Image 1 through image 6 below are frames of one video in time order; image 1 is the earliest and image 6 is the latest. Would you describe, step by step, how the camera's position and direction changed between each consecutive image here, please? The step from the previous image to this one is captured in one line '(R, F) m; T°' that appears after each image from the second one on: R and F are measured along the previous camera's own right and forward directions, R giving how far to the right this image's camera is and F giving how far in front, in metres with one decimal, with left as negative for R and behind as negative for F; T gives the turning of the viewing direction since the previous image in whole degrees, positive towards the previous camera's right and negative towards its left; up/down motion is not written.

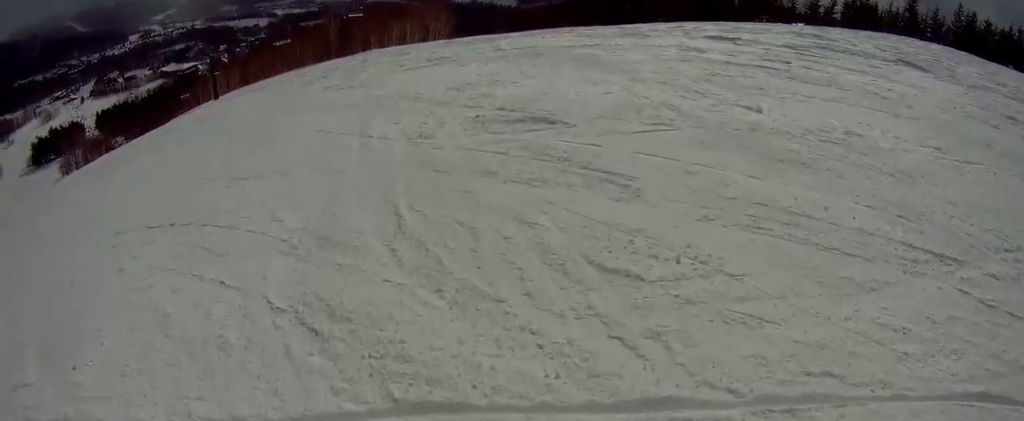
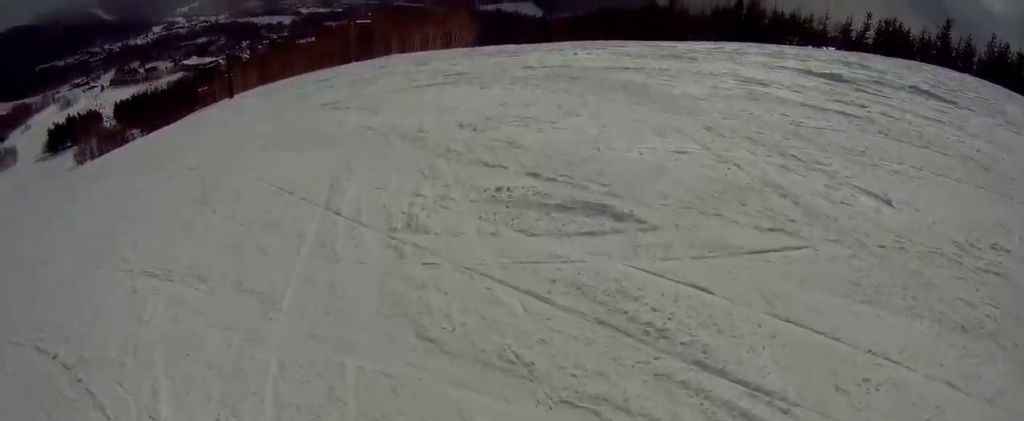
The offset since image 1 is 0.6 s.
(+0.2, +2.7) m; +1°
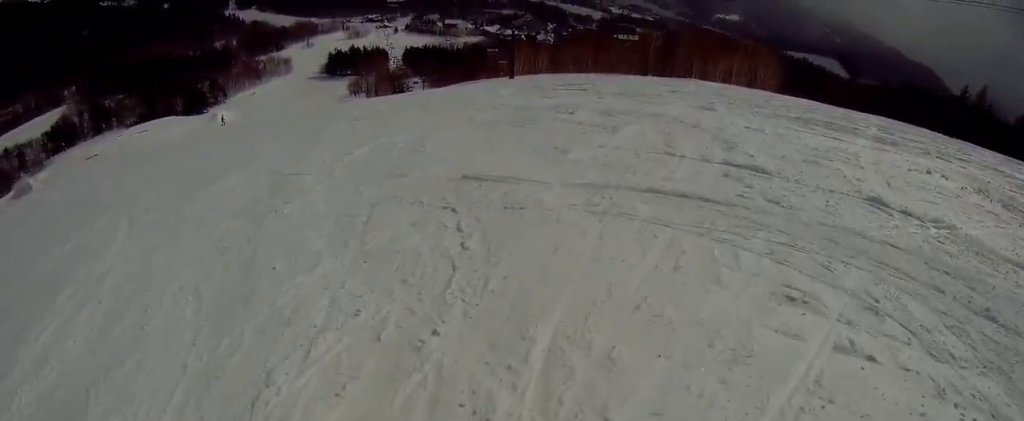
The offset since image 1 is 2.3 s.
(-0.7, +8.6) m; -24°
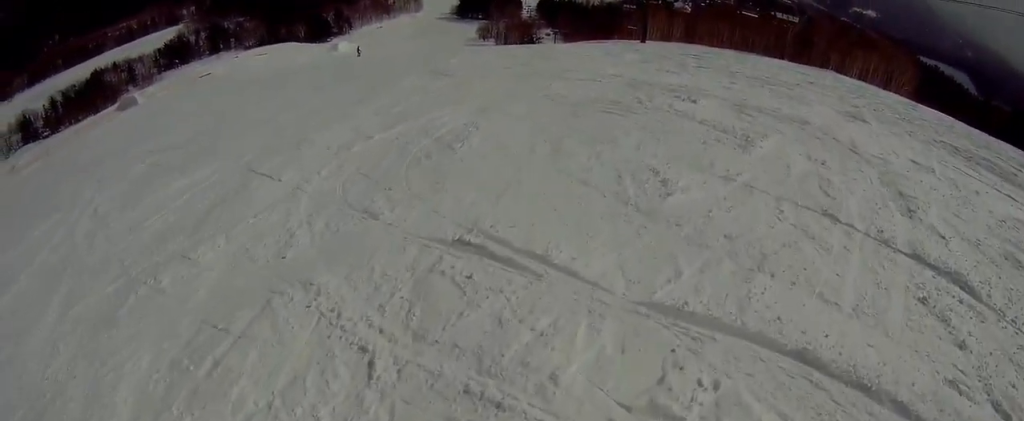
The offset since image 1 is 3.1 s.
(-0.4, +4.0) m; -25°
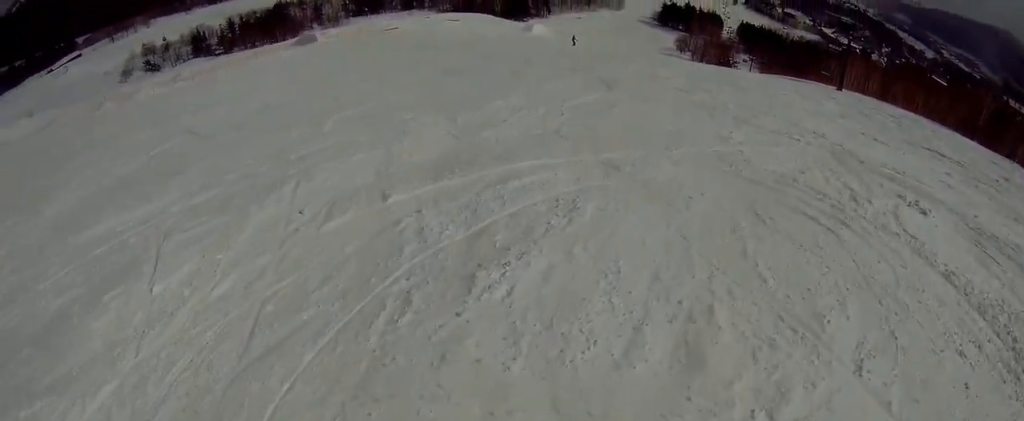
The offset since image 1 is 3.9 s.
(-1.4, +3.7) m; -34°
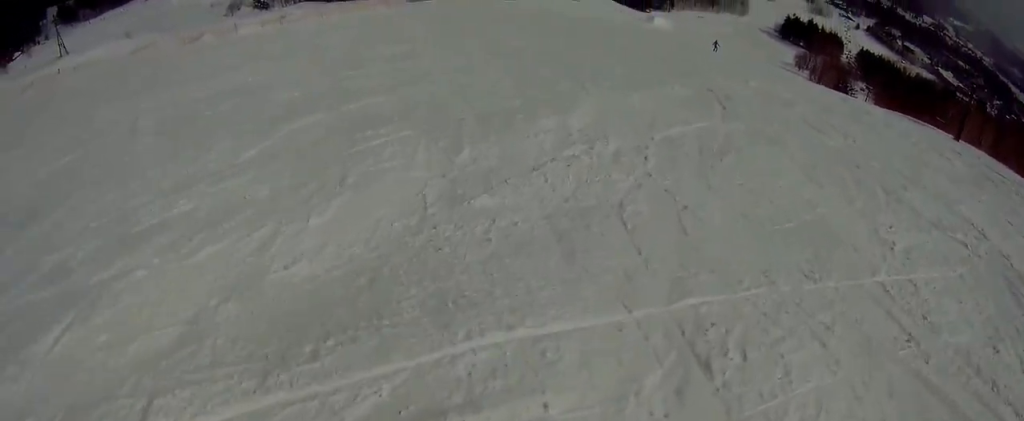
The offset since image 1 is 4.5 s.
(-0.8, +3.1) m; -16°
